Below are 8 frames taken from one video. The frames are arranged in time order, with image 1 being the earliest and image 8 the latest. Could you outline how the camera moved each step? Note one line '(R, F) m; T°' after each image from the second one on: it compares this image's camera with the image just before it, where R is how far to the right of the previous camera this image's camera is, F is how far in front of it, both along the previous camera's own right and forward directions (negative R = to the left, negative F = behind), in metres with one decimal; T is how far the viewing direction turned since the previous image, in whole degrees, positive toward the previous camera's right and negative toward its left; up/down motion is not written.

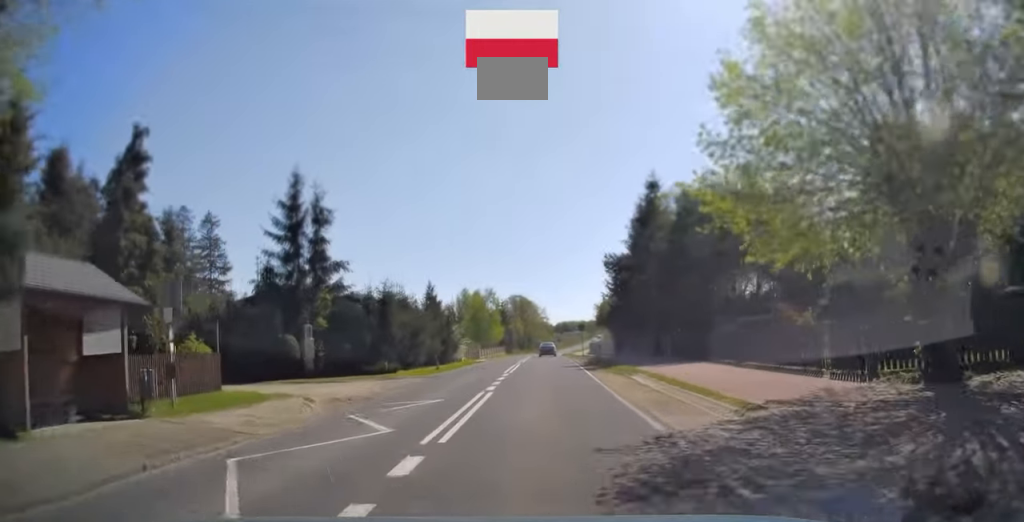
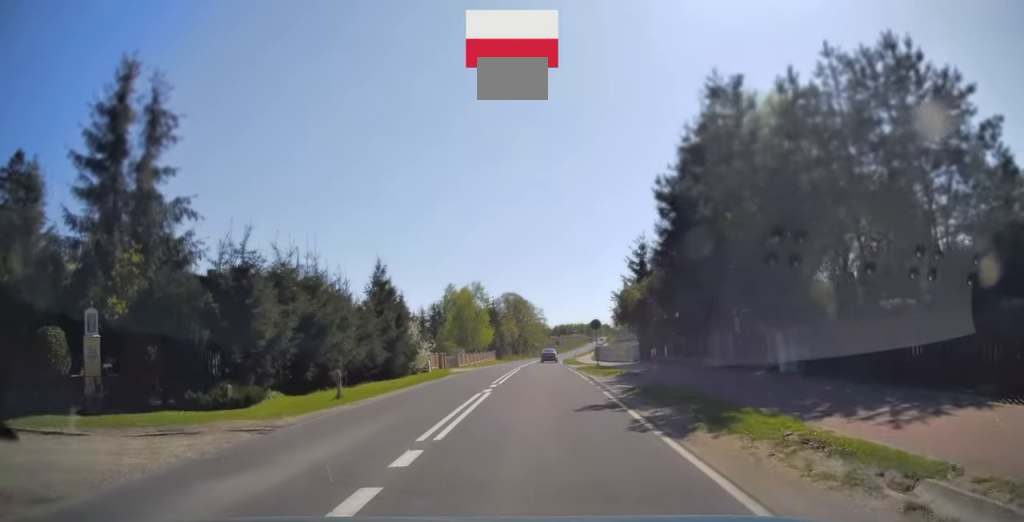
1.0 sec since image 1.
(+0.1, +16.2) m; 0°
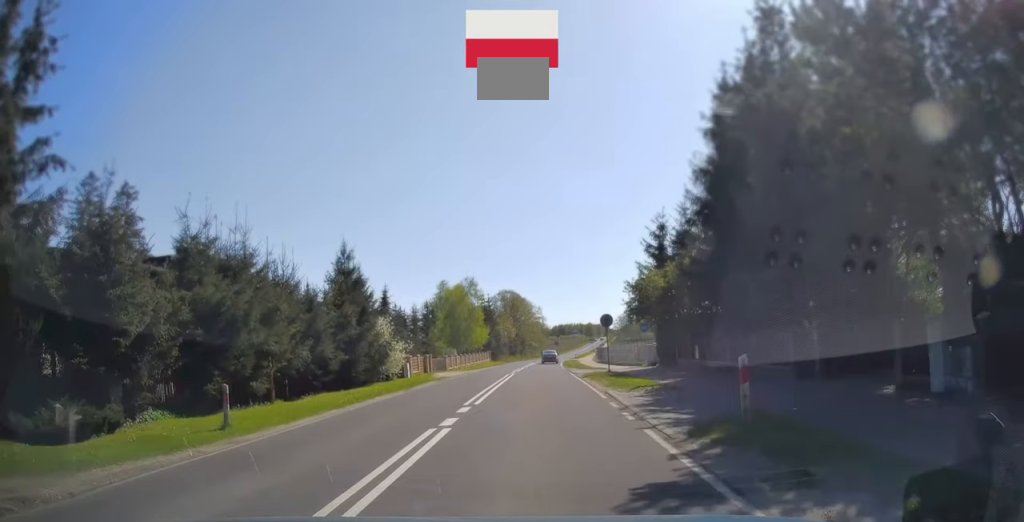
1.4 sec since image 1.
(-0.1, +6.8) m; 0°
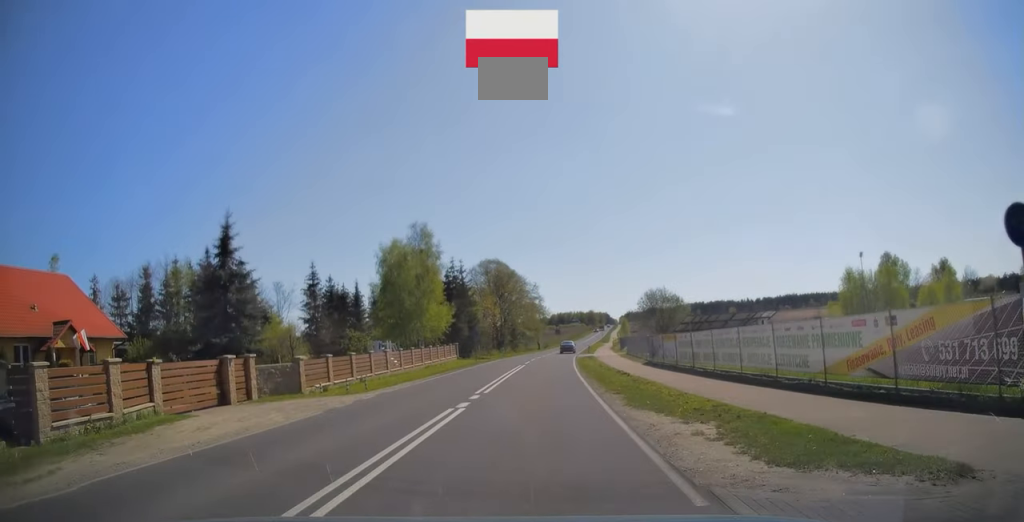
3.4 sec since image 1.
(+0.3, +32.9) m; +1°
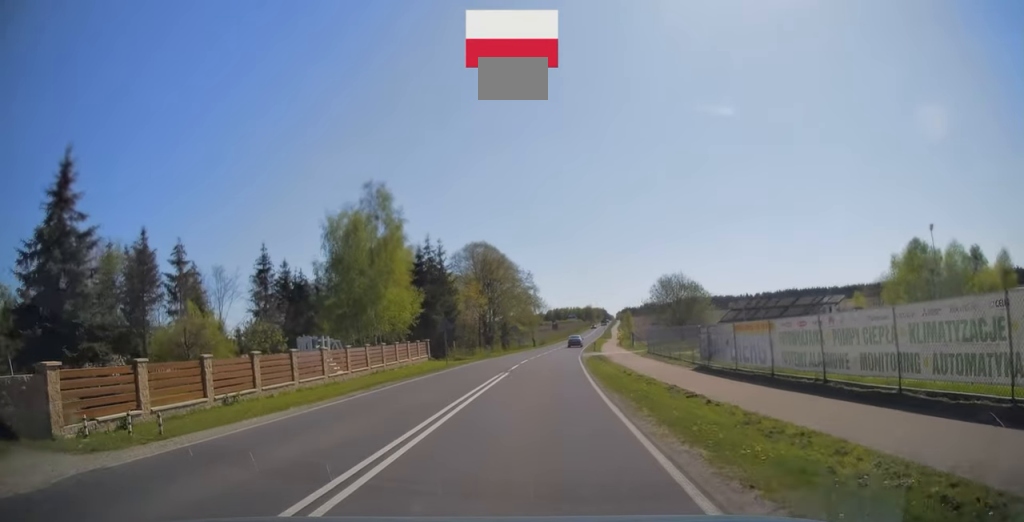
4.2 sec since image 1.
(0.0, +12.9) m; 0°
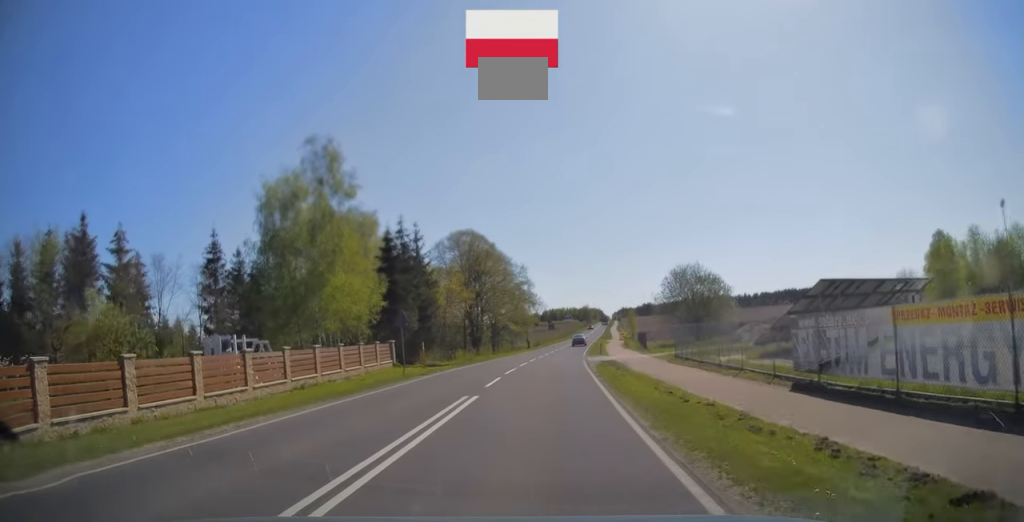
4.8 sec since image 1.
(0.0, +9.6) m; 0°
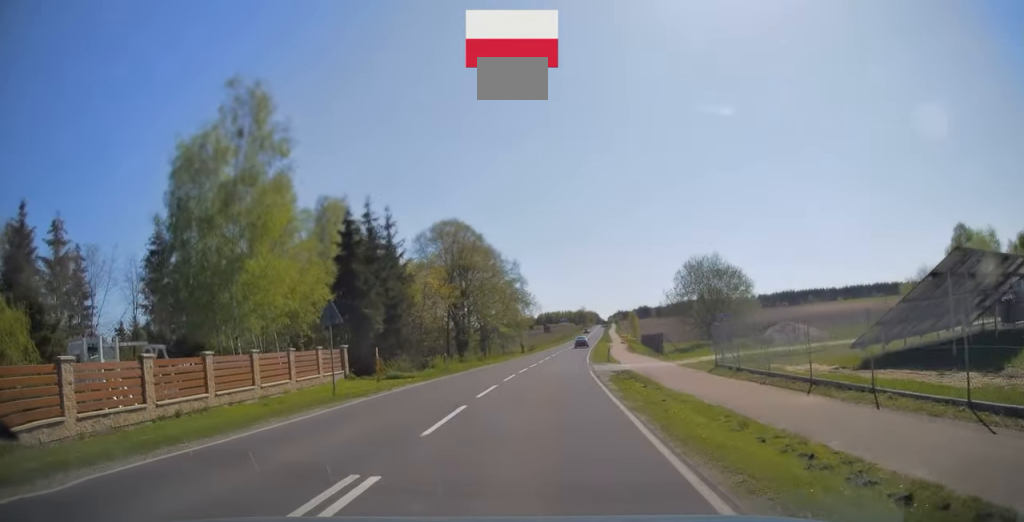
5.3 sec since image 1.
(+0.1, +8.3) m; +1°
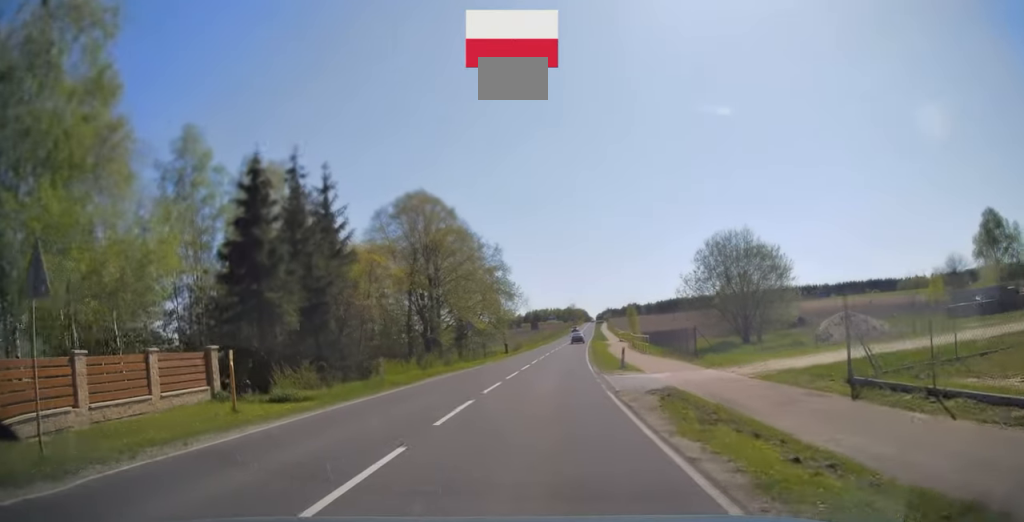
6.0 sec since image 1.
(+0.1, +11.3) m; +1°
